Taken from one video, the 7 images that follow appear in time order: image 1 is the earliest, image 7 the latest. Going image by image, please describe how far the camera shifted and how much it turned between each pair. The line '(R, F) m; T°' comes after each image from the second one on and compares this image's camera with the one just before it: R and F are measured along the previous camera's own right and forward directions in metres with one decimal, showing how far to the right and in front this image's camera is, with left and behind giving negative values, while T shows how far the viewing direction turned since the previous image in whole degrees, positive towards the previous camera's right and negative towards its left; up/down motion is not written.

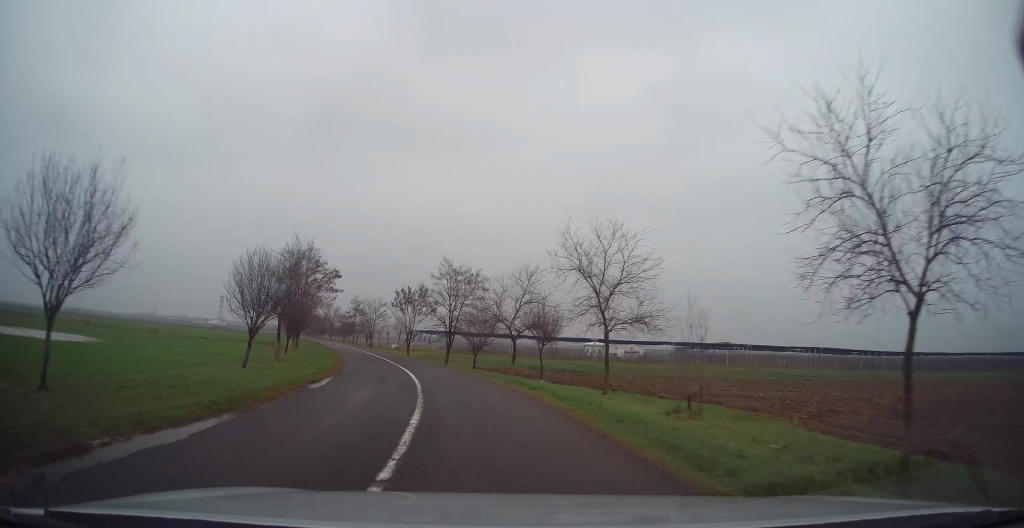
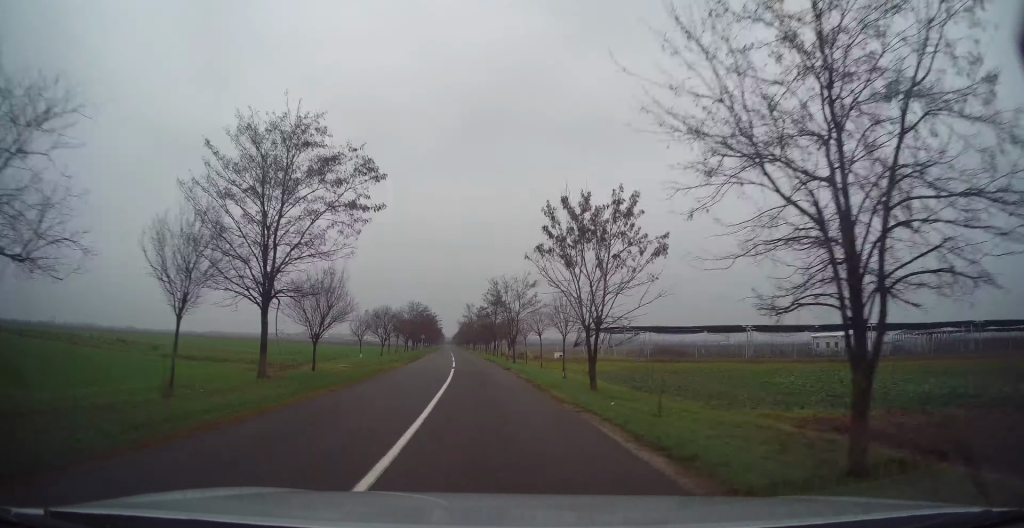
(-4.5, +35.2) m; -13°
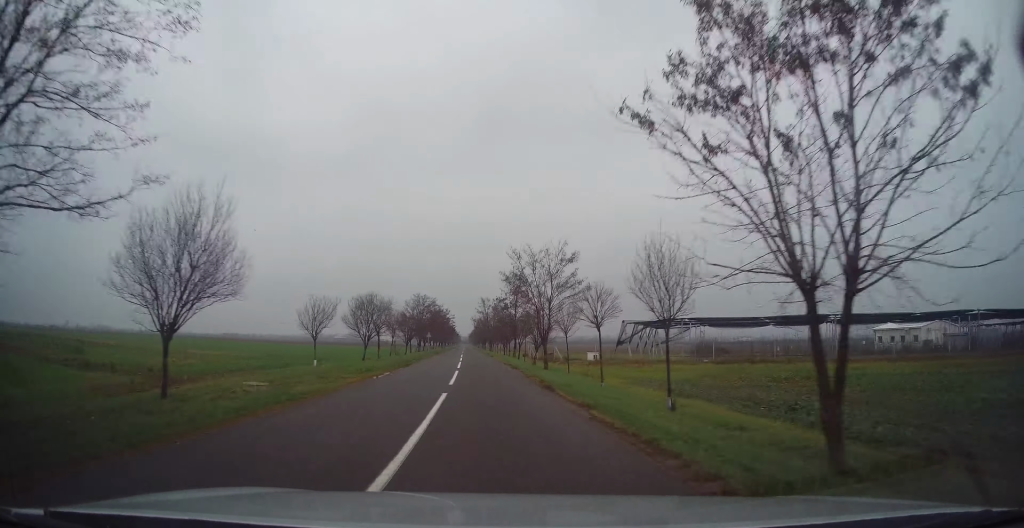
(-0.4, +12.7) m; -3°
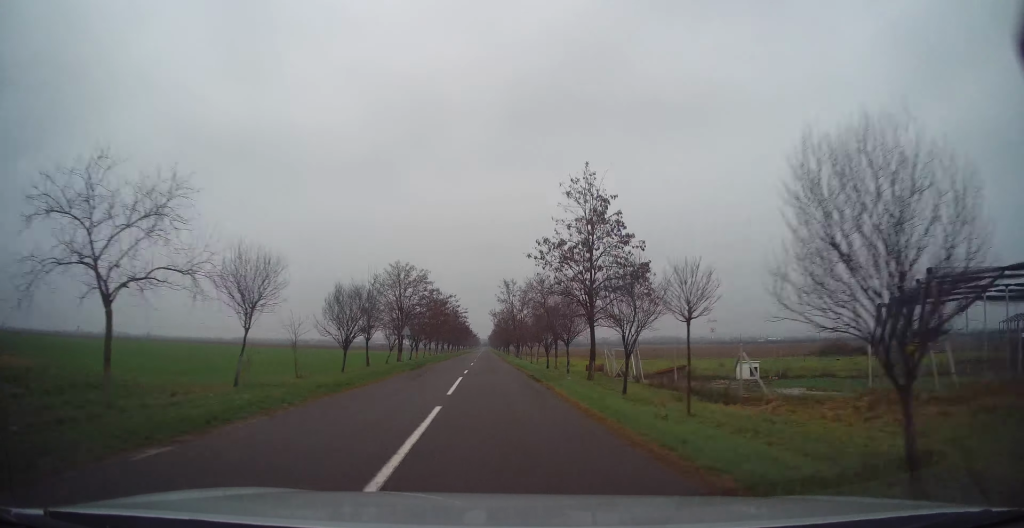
(-1.1, +33.0) m; -3°
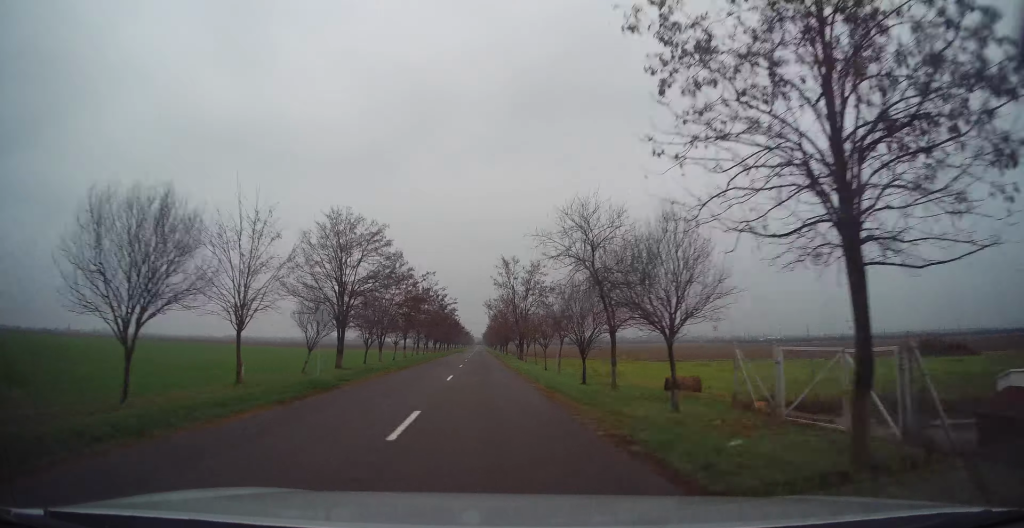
(-0.2, +17.6) m; 0°
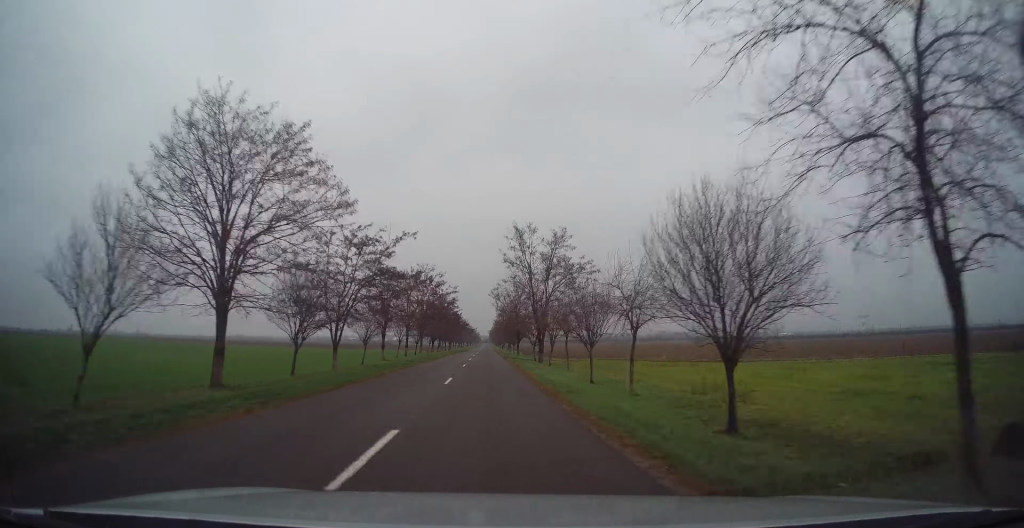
(-0.1, +13.6) m; 0°
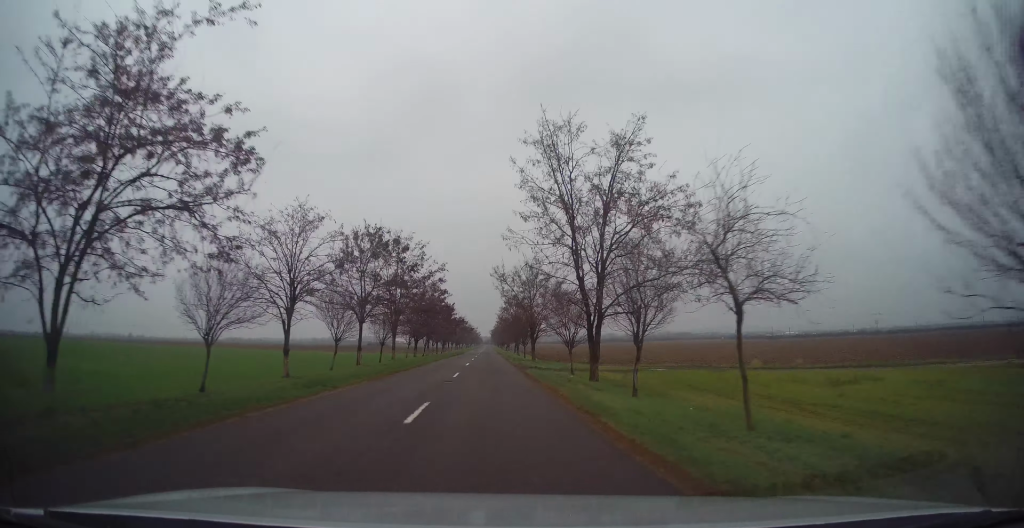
(+0.2, +20.4) m; 0°
